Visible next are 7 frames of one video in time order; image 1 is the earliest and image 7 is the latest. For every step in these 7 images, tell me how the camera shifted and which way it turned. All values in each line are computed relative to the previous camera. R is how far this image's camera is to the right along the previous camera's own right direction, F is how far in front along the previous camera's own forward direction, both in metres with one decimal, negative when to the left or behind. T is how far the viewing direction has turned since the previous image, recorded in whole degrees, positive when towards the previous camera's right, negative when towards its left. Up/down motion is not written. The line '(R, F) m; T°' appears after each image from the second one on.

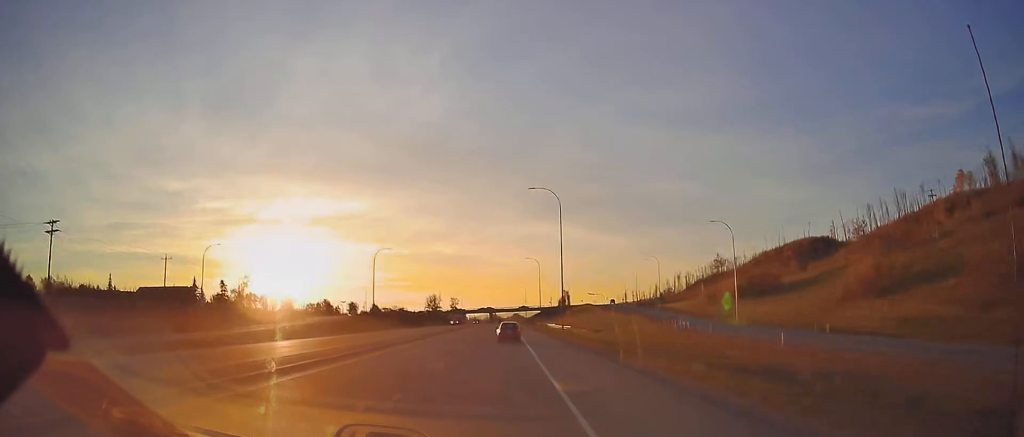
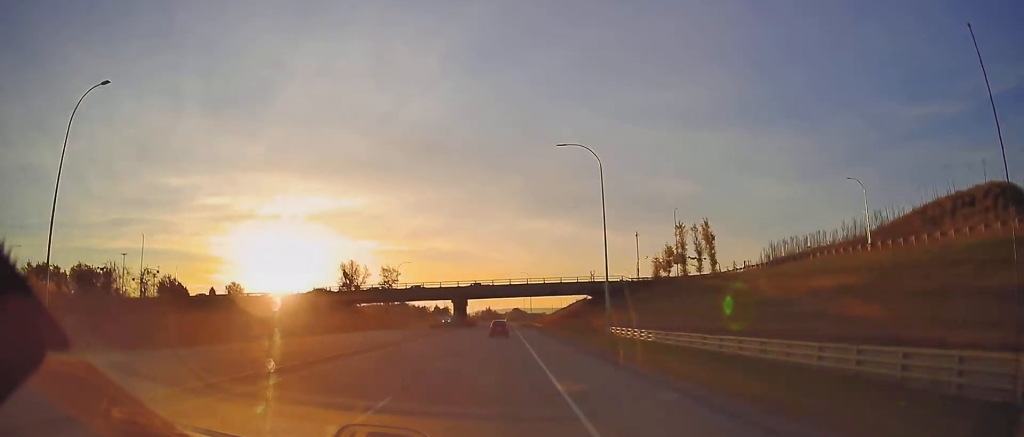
(+0.3, +182.3) m; 0°
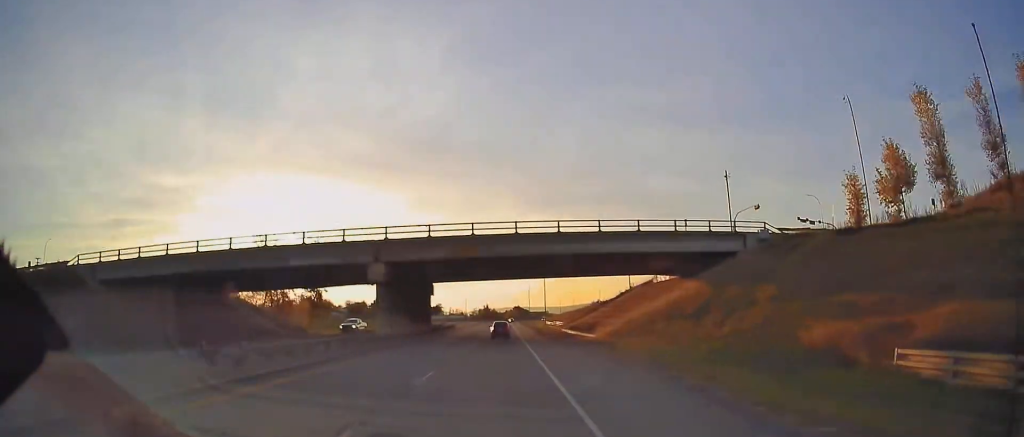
(+0.1, +57.5) m; 0°
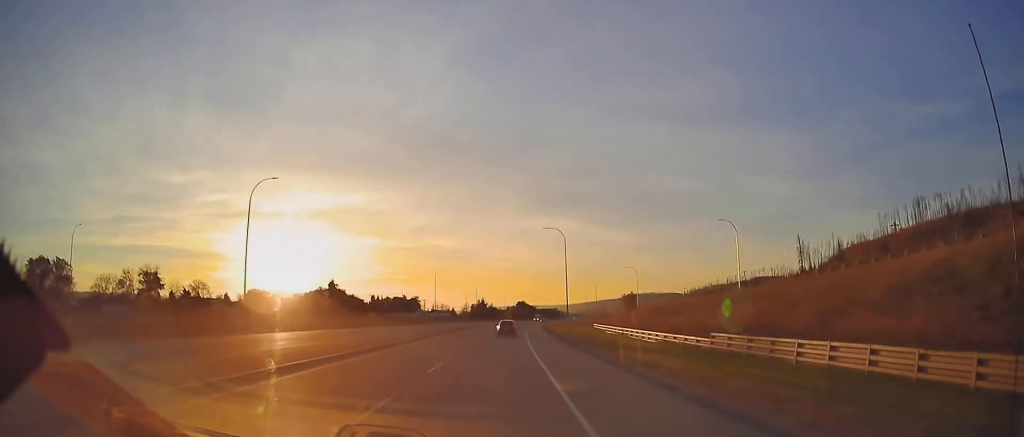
(+0.6, +123.0) m; +1°
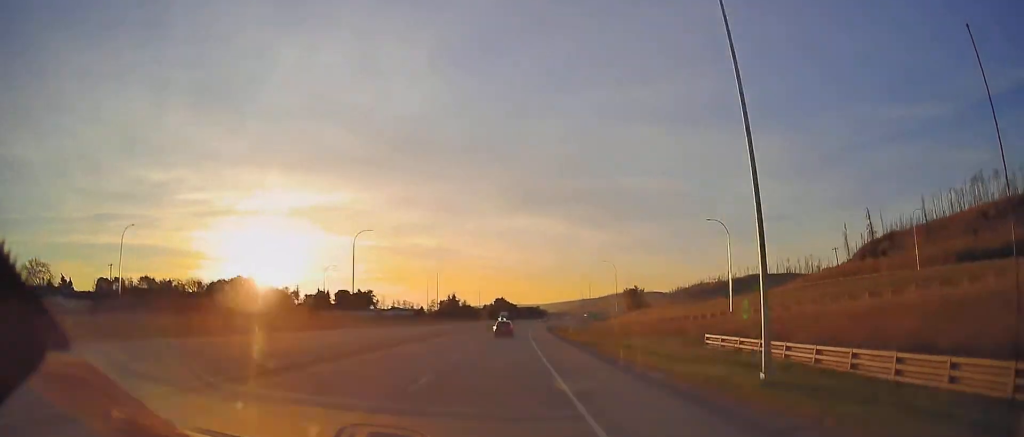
(+0.7, +65.1) m; +2°
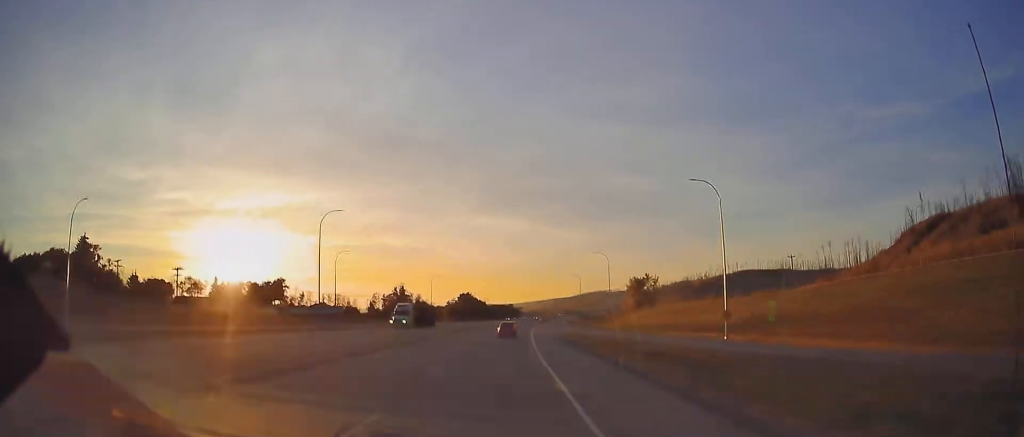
(+1.9, +77.1) m; +3°
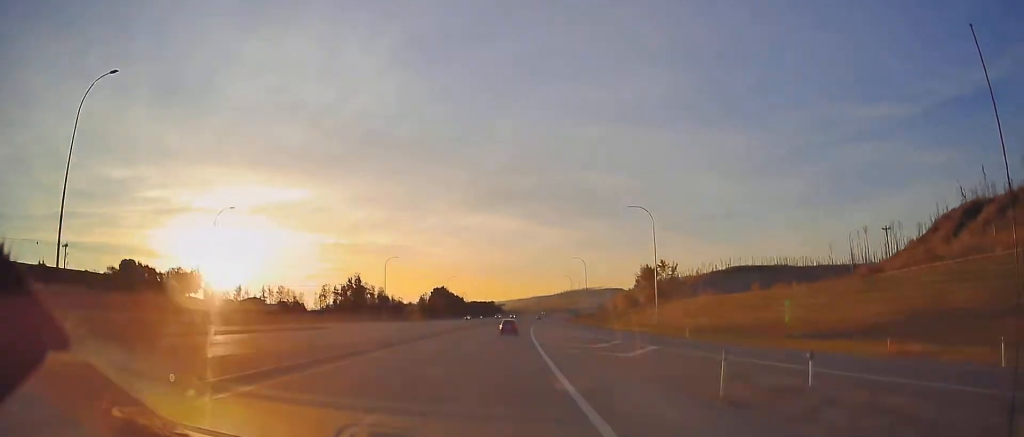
(+0.2, +44.6) m; +2°
